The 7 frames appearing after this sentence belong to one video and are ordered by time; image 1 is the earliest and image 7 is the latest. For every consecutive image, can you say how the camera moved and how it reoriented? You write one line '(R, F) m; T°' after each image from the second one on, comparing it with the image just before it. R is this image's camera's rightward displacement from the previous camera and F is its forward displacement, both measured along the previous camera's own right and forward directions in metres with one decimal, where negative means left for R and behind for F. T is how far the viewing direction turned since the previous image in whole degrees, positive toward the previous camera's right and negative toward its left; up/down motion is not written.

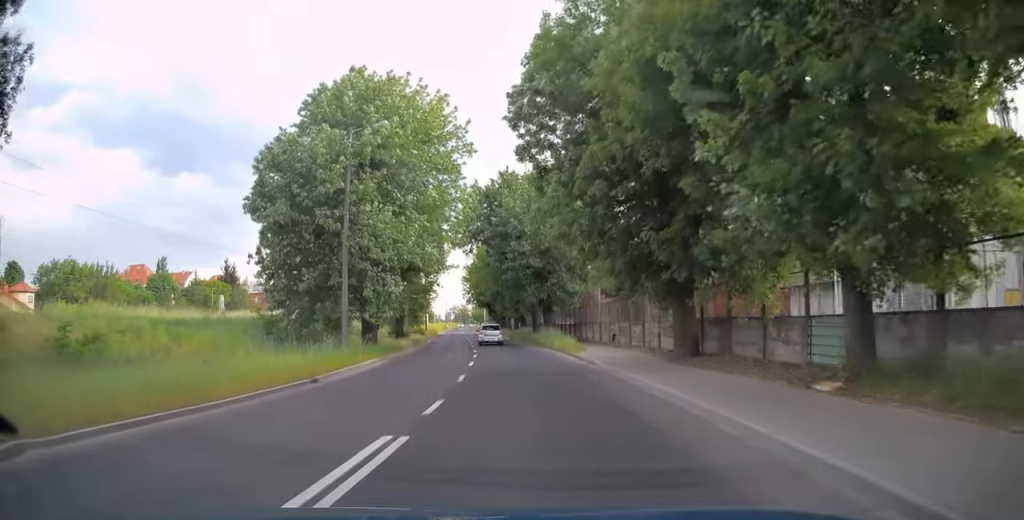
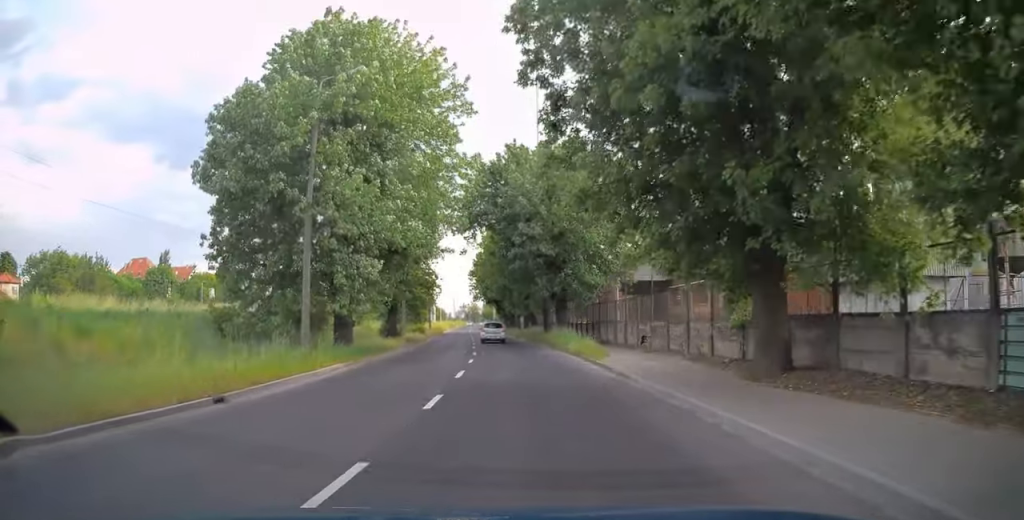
(0.0, +5.8) m; -1°
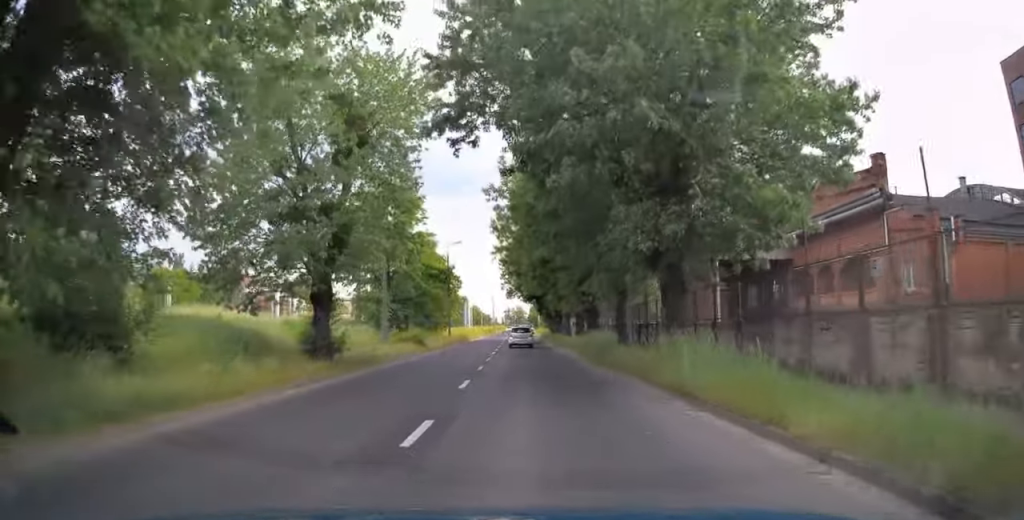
(-0.8, +20.2) m; -5°
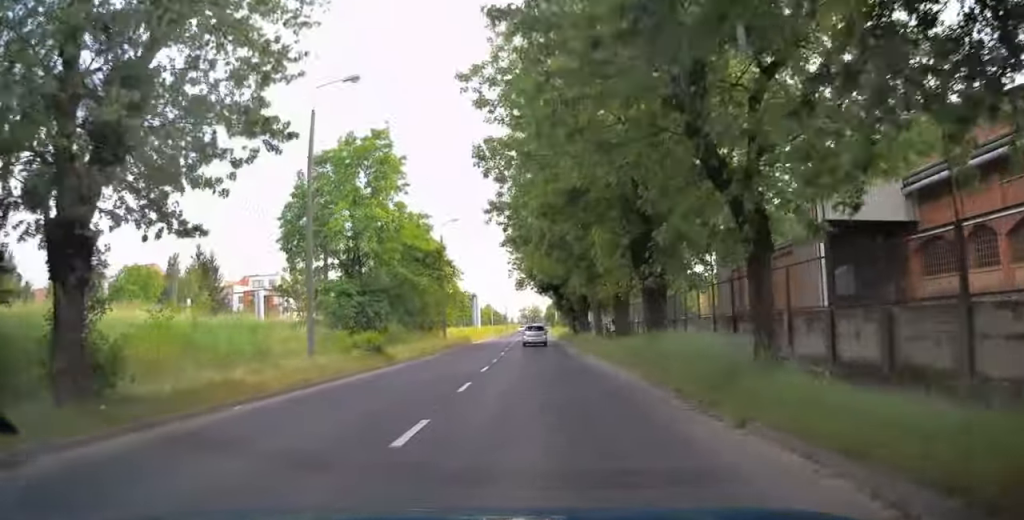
(-0.3, +13.1) m; -2°
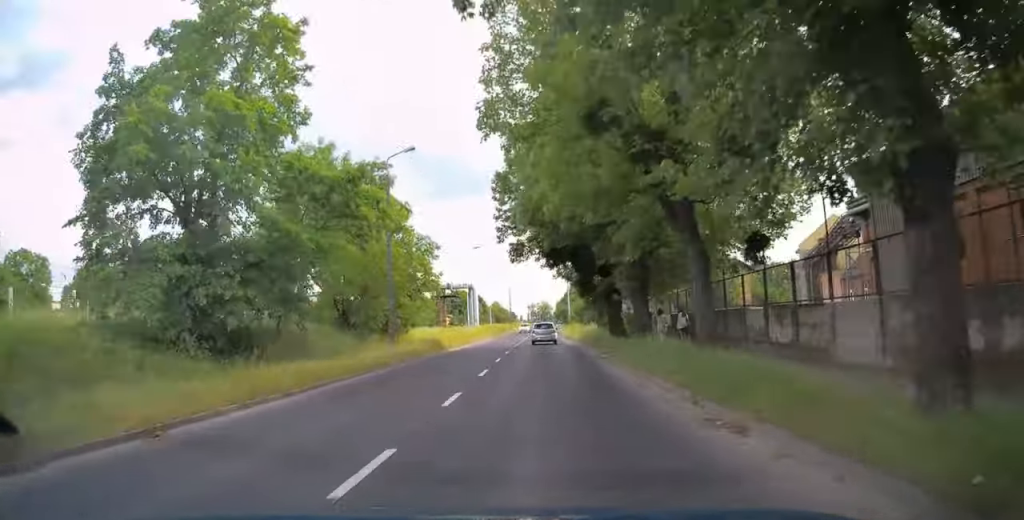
(-0.6, +20.3) m; -1°
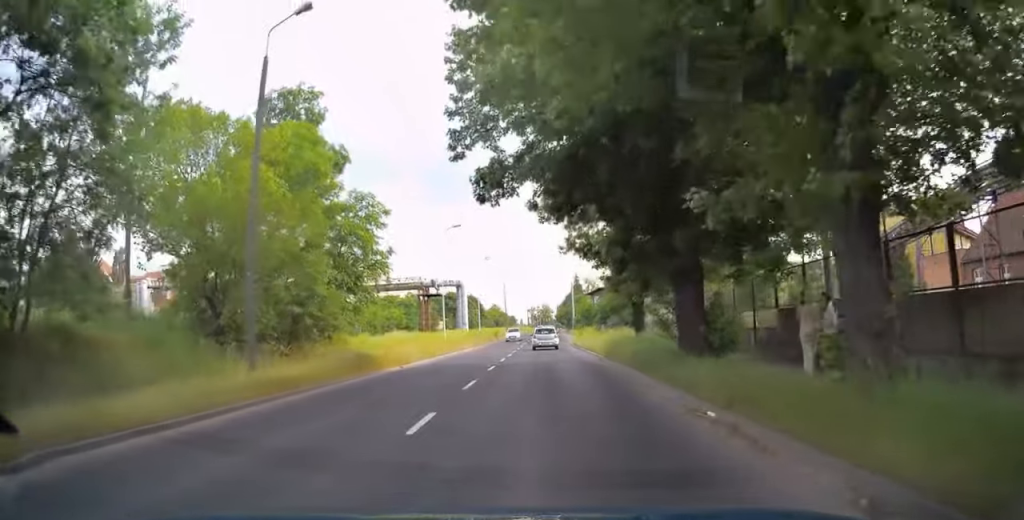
(+0.3, +14.8) m; 0°
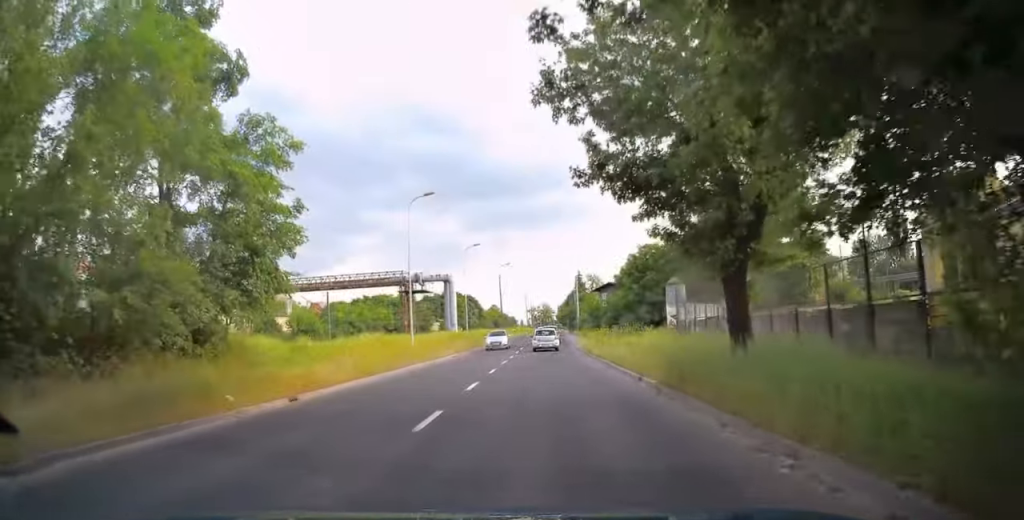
(-0.2, +11.5) m; 0°
